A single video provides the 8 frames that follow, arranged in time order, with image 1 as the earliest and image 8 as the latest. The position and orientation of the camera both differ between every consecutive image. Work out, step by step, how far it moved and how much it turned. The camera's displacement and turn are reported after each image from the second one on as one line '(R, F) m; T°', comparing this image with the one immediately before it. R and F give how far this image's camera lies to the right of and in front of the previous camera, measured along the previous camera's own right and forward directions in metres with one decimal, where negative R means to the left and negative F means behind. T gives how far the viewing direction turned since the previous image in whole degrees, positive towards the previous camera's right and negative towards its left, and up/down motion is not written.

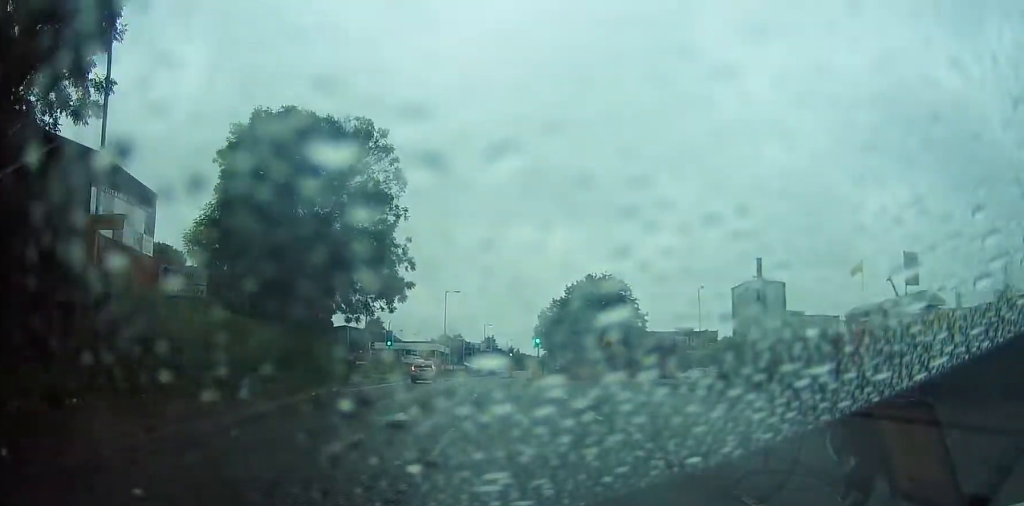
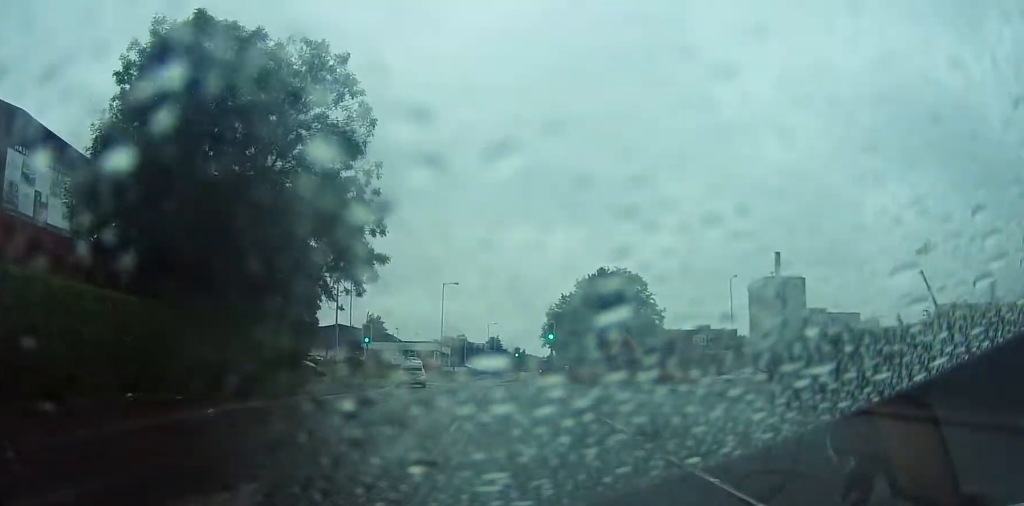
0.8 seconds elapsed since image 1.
(+0.2, +9.6) m; -1°
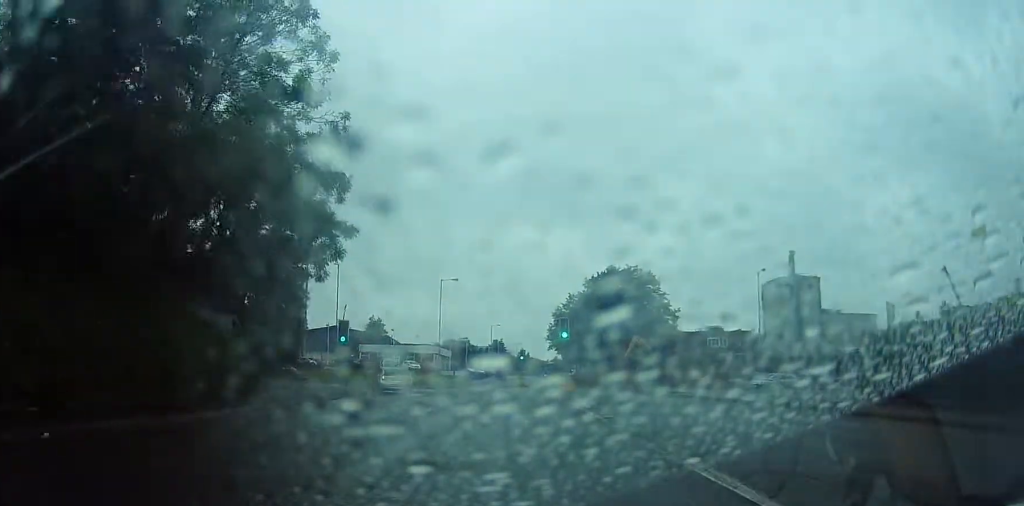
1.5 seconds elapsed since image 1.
(-0.5, +6.7) m; -1°
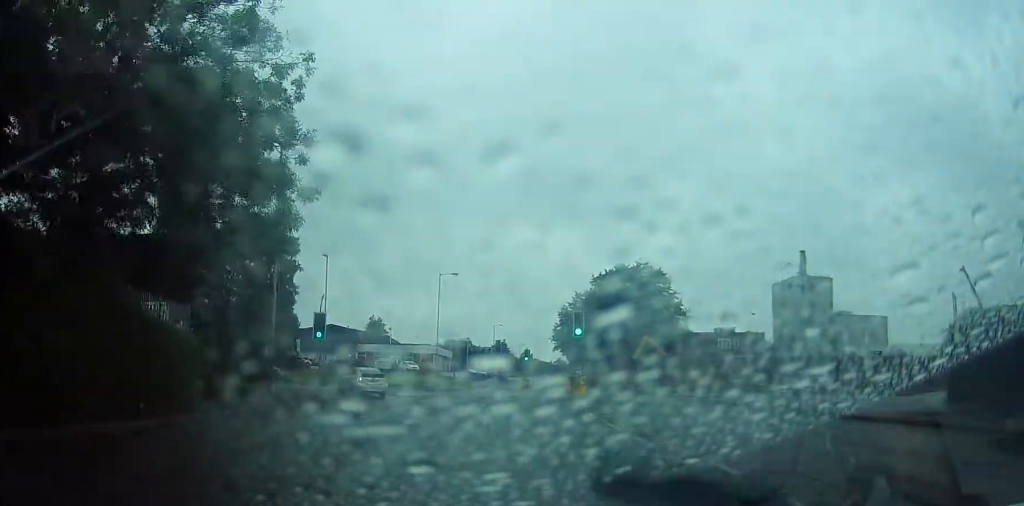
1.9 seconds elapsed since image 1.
(0.0, +4.7) m; +3°
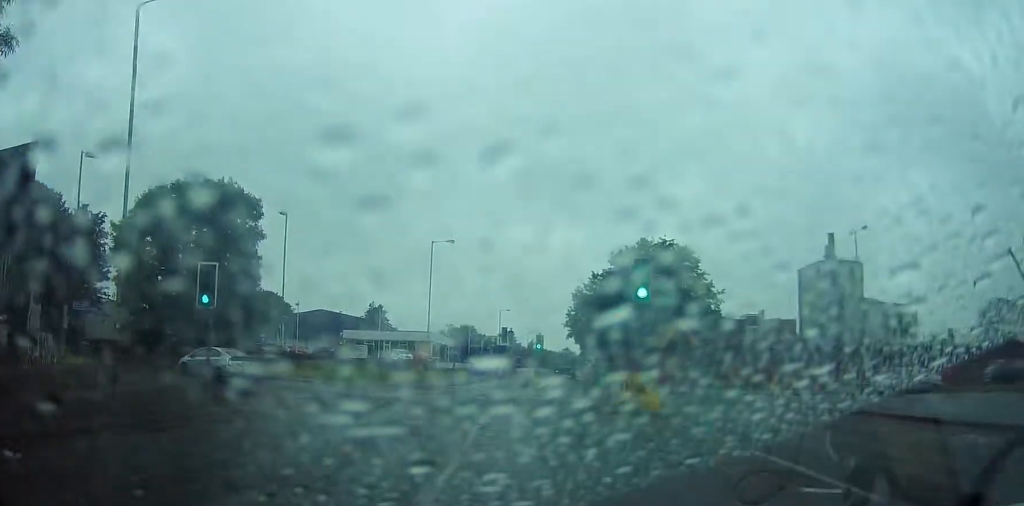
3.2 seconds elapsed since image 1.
(+1.1, +10.5) m; +4°
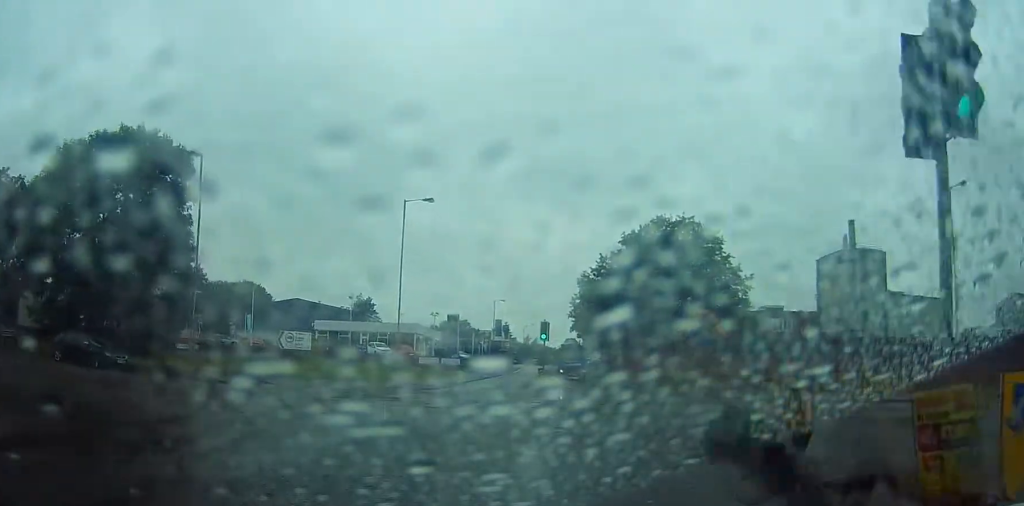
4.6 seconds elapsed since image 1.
(-1.7, +10.8) m; -12°
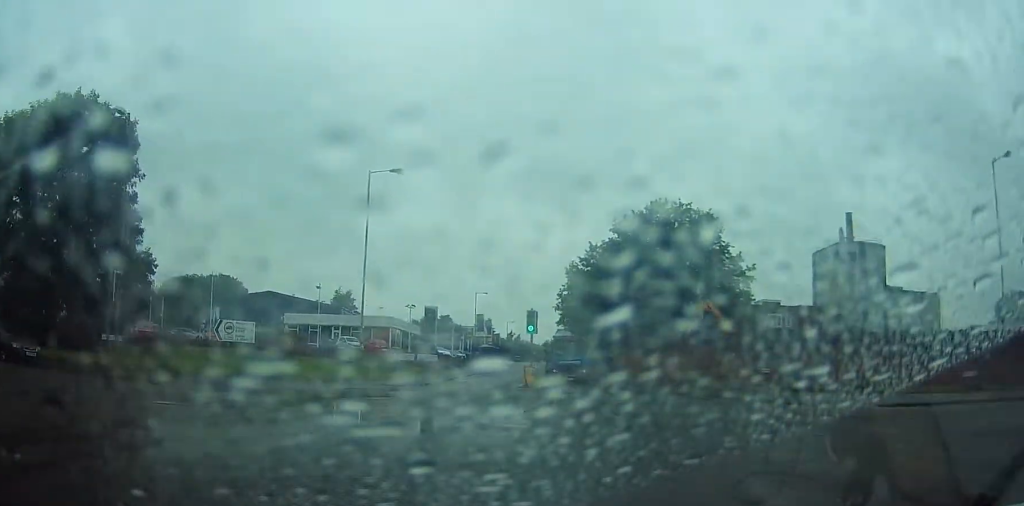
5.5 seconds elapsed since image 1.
(+0.7, +4.9) m; +11°
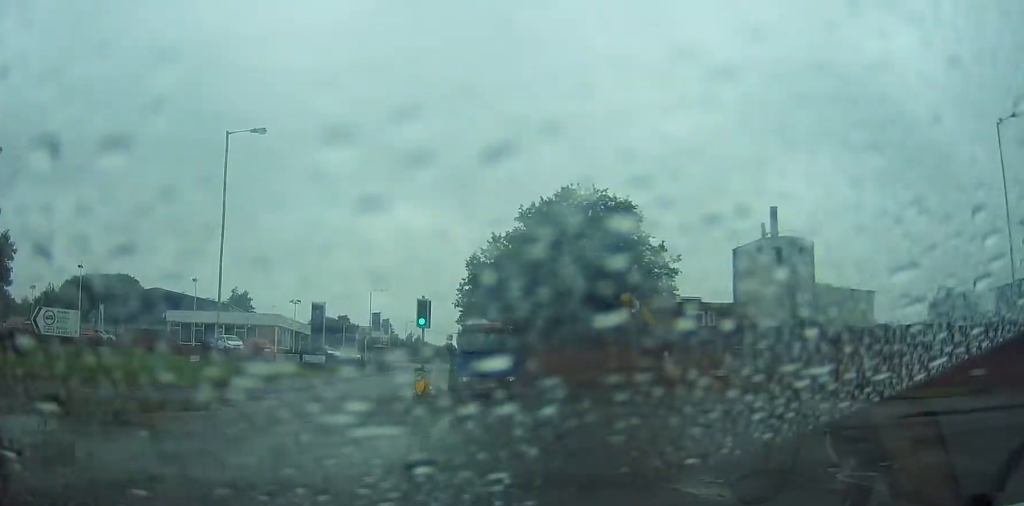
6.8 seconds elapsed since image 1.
(+1.0, +6.8) m; +22°
